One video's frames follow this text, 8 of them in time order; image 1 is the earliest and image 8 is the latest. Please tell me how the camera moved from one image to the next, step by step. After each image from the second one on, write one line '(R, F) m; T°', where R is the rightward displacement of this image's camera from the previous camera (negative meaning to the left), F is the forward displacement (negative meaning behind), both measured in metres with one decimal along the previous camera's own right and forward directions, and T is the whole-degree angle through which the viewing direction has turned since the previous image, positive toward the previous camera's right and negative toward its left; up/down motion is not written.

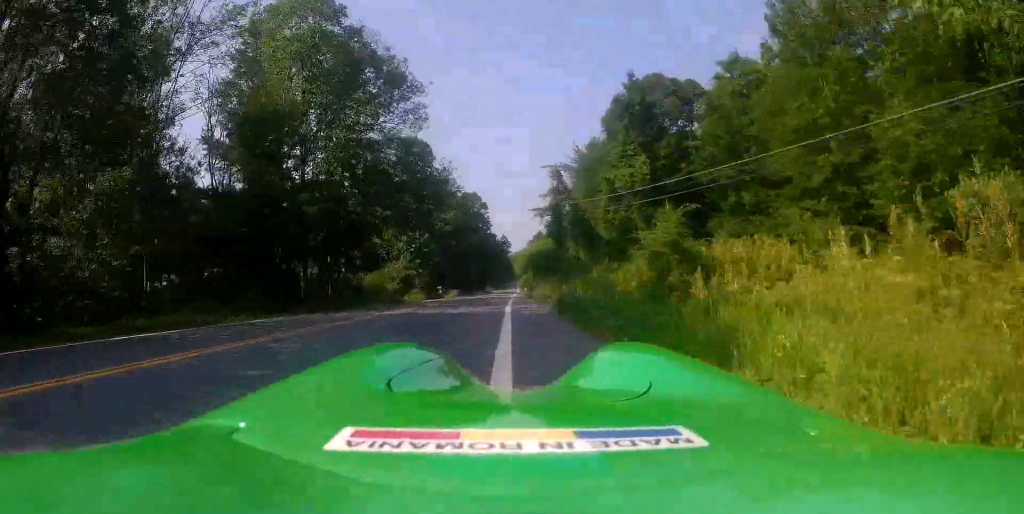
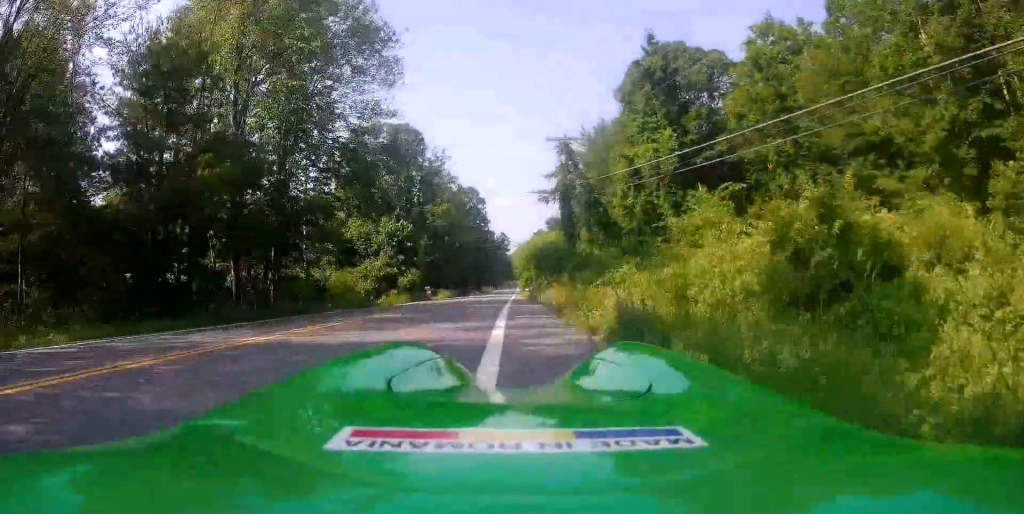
(+0.1, +8.7) m; 0°
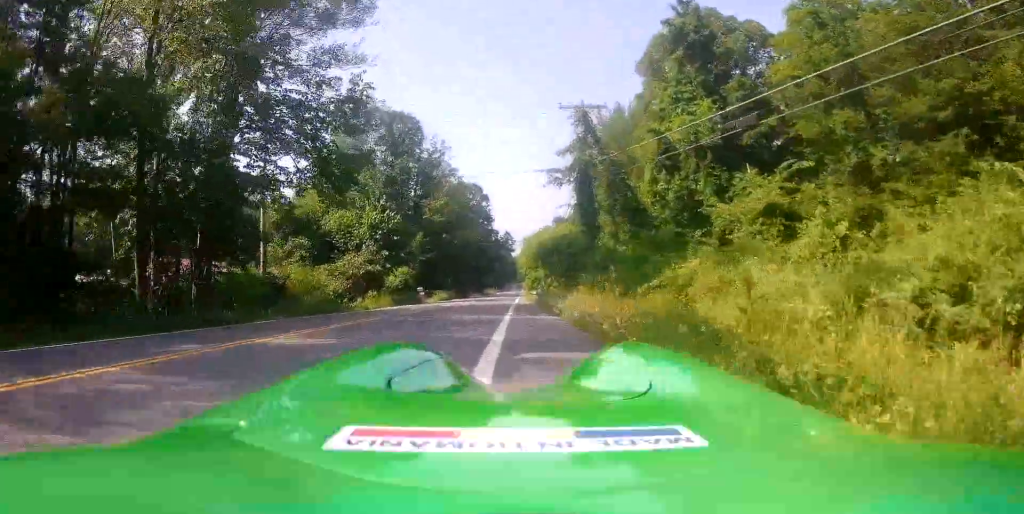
(0.0, +7.5) m; -2°
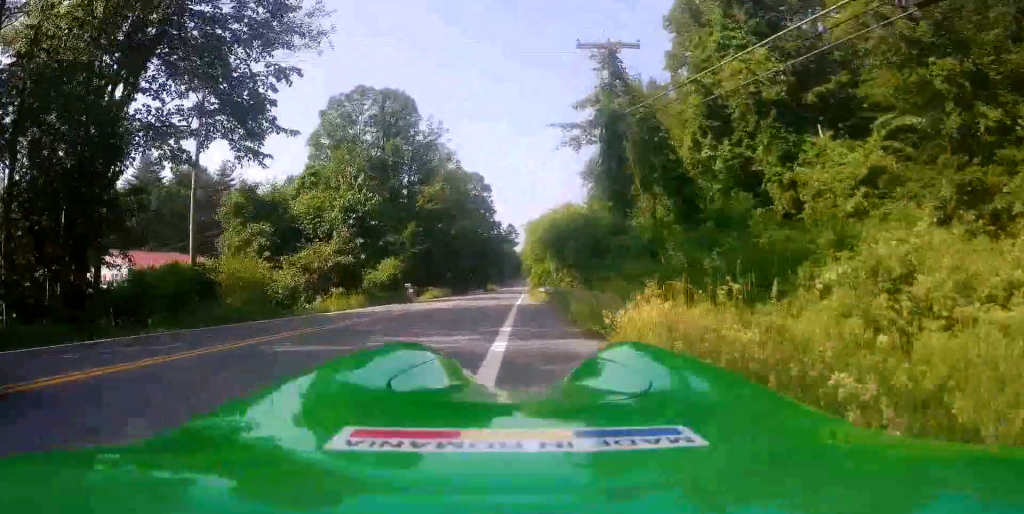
(-0.3, +7.4) m; -2°
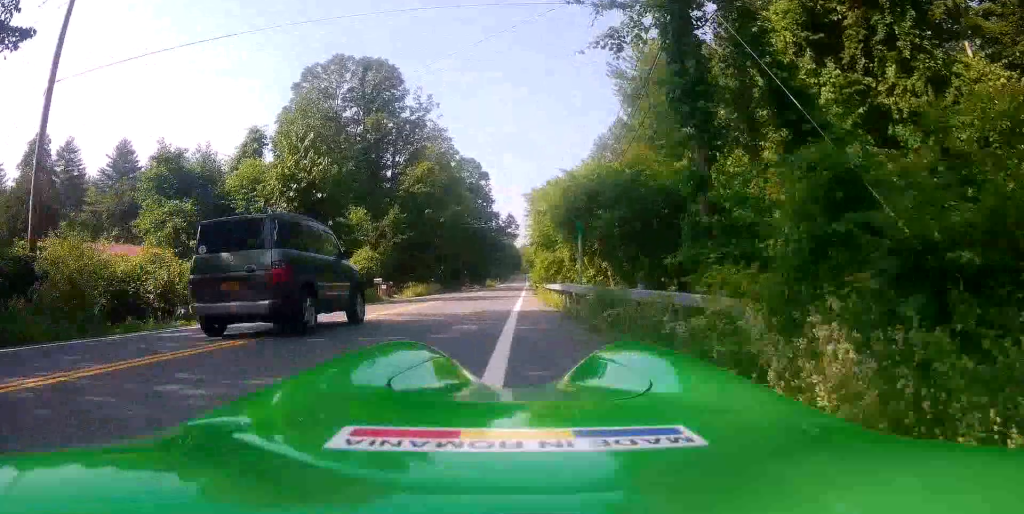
(+0.2, +9.2) m; +1°
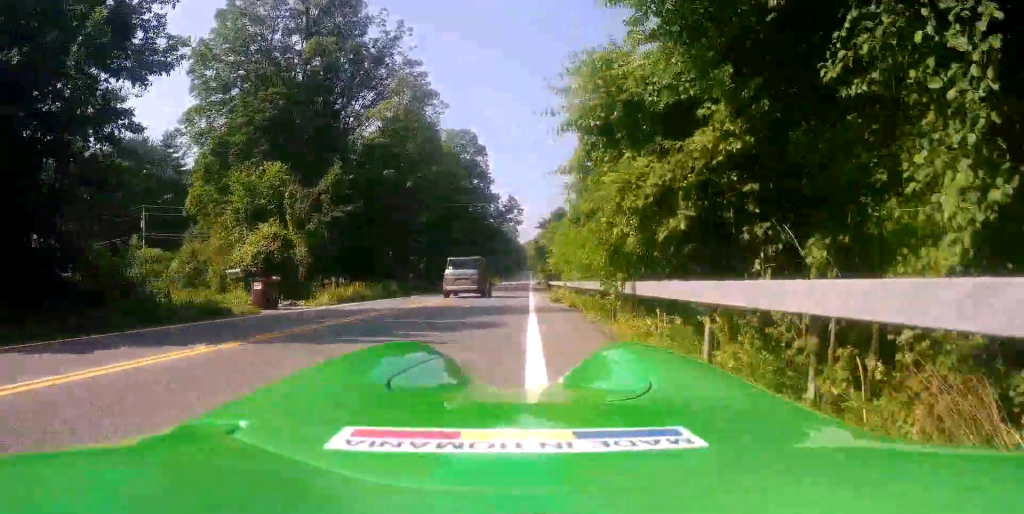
(+0.4, +18.8) m; +1°
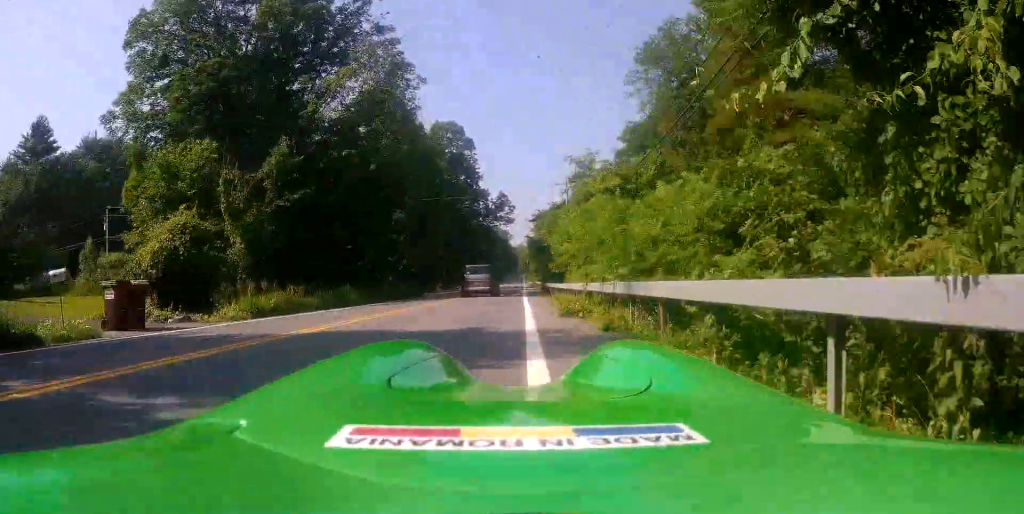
(+0.1, +7.2) m; -2°
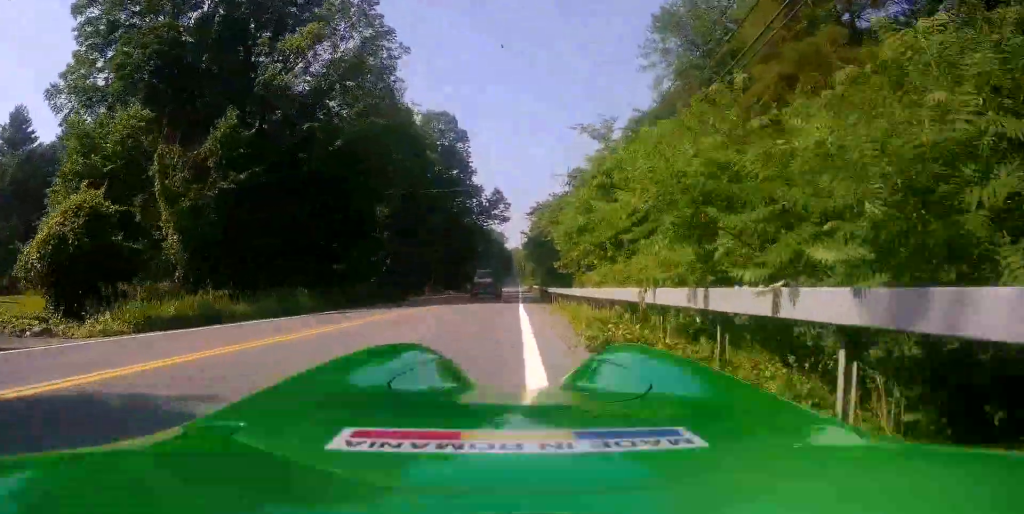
(-0.2, +5.6) m; +1°
